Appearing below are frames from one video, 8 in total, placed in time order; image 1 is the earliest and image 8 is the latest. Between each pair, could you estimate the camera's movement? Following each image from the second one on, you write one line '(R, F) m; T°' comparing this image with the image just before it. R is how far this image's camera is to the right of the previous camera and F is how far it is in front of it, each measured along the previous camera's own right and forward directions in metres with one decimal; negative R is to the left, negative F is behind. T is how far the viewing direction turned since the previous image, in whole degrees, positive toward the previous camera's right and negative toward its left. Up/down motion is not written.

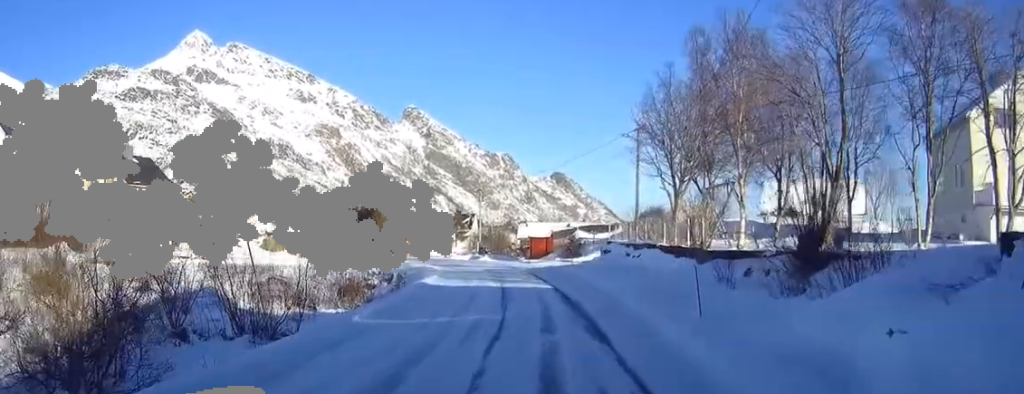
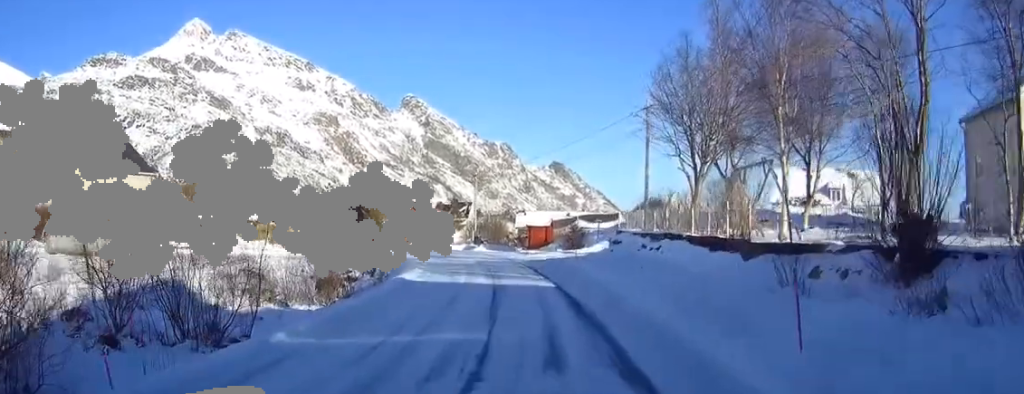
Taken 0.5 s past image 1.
(0.0, +4.4) m; 0°
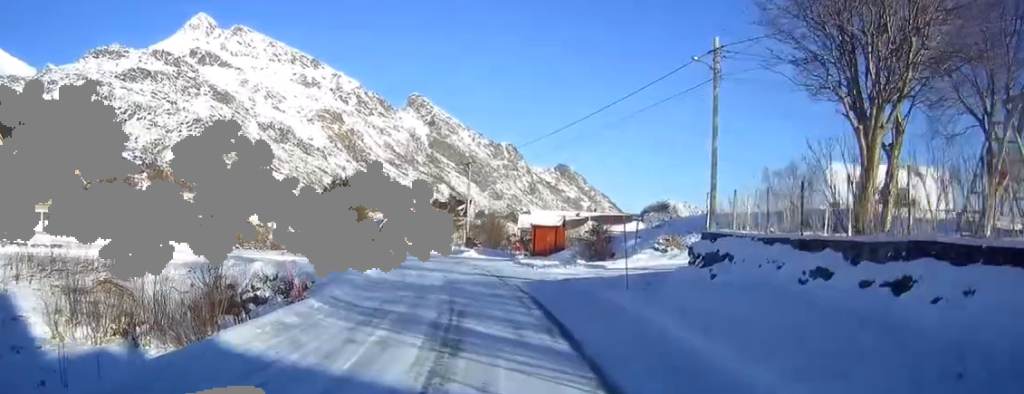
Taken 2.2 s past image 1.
(+0.1, +14.6) m; 0°
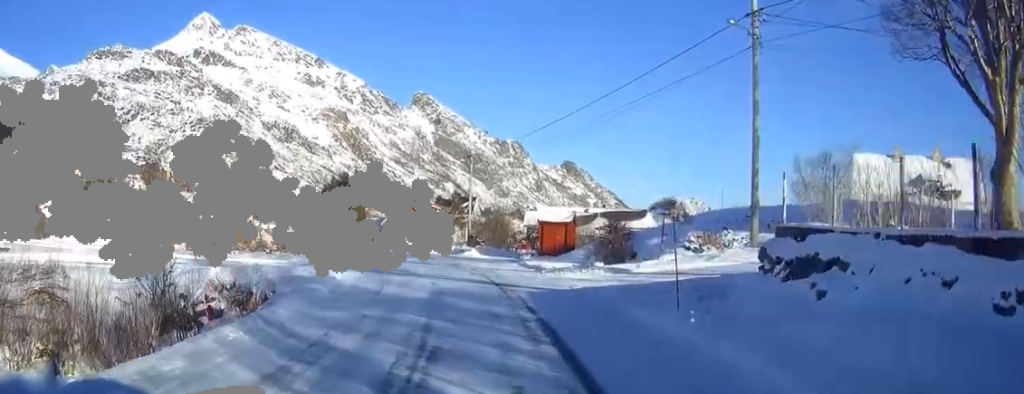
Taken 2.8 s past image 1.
(0.0, +4.5) m; -2°
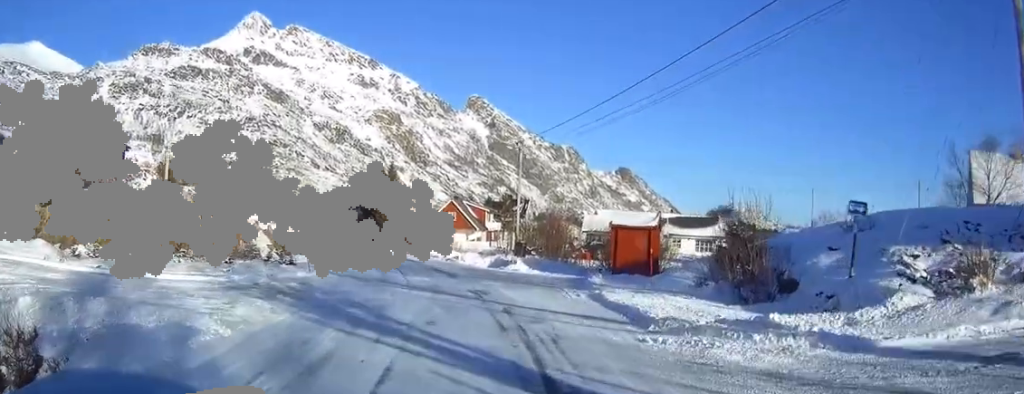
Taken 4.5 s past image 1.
(-0.7, +12.1) m; -5°
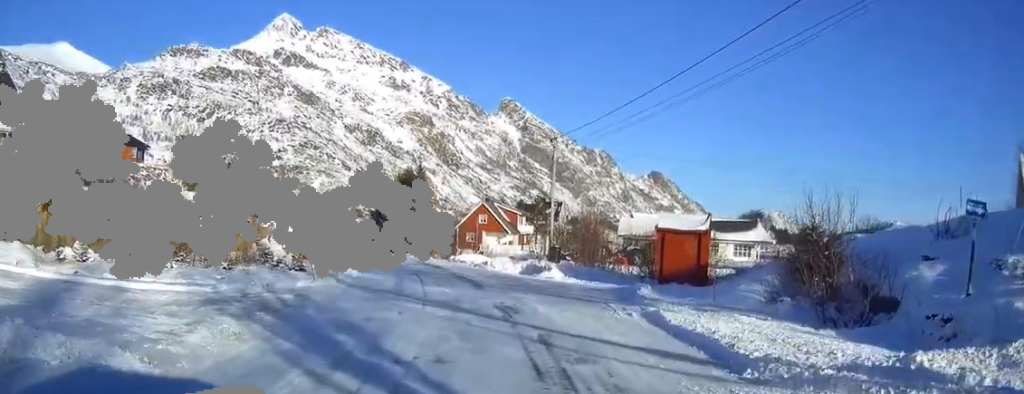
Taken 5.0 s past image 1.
(+0.1, +3.3) m; -1°
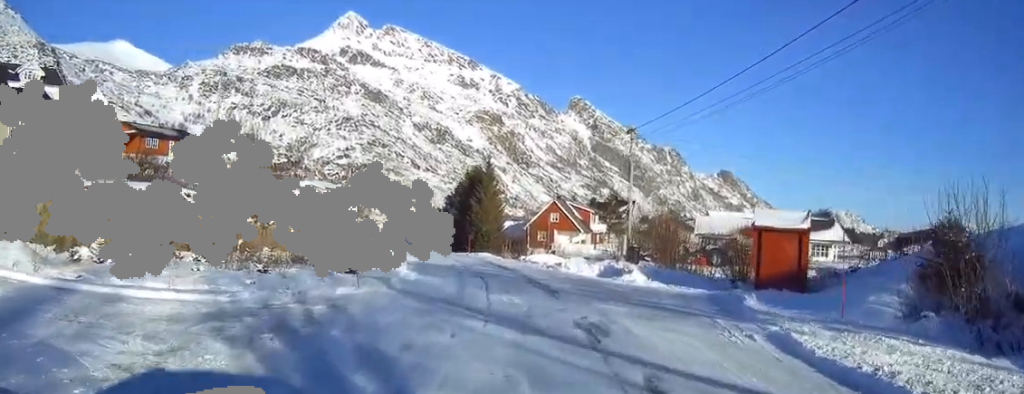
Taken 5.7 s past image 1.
(0.0, +3.5) m; -4°
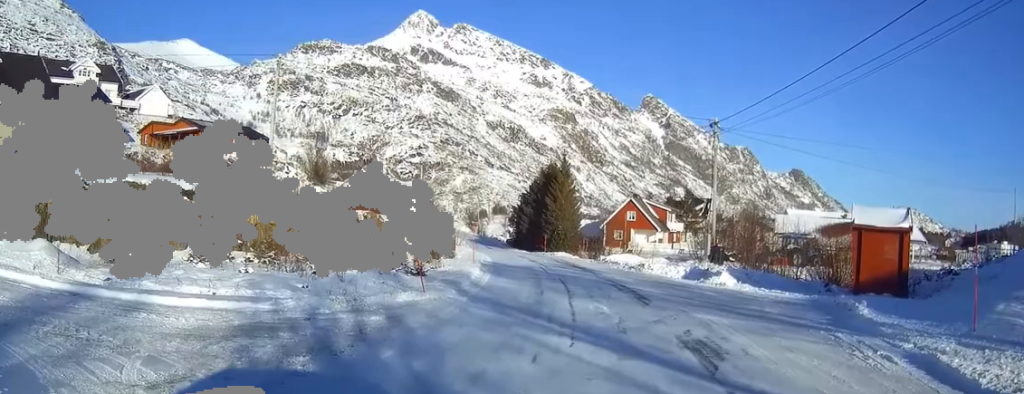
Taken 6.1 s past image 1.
(0.0, +2.2) m; -6°
